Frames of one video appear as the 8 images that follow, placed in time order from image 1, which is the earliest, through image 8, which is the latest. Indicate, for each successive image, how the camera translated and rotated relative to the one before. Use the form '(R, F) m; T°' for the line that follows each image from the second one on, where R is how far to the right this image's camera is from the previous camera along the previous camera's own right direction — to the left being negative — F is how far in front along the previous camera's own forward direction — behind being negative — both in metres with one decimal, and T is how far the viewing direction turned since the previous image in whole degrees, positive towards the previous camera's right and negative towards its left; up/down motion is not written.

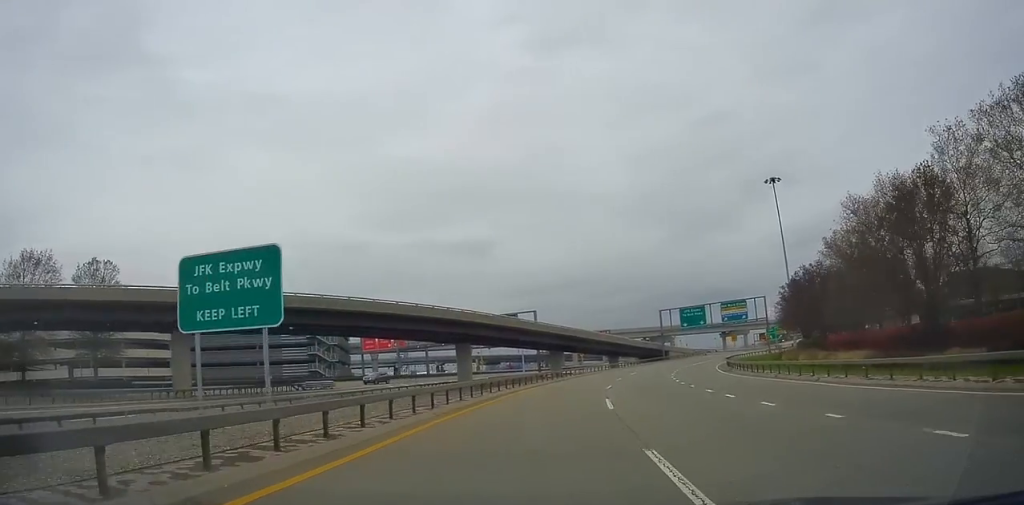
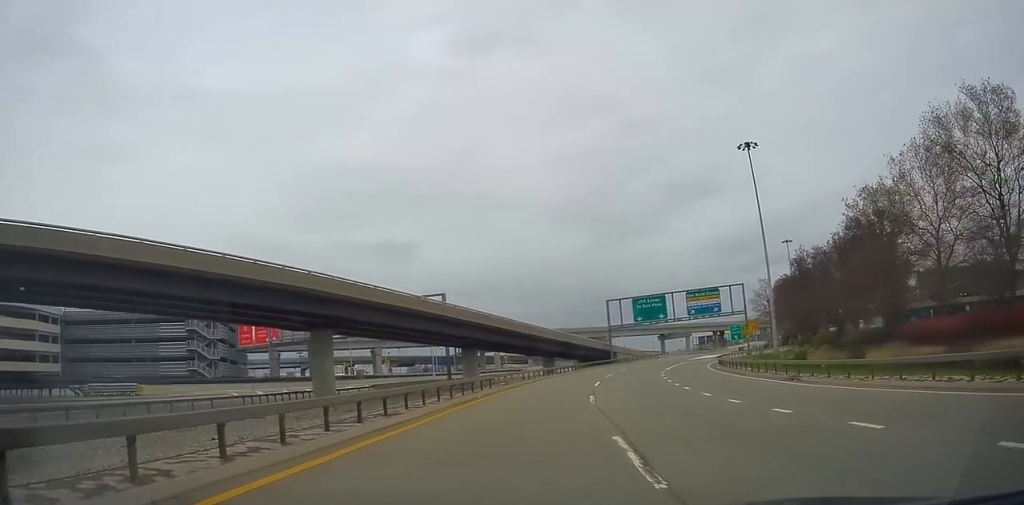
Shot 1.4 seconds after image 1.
(+2.6, +21.9) m; +12°
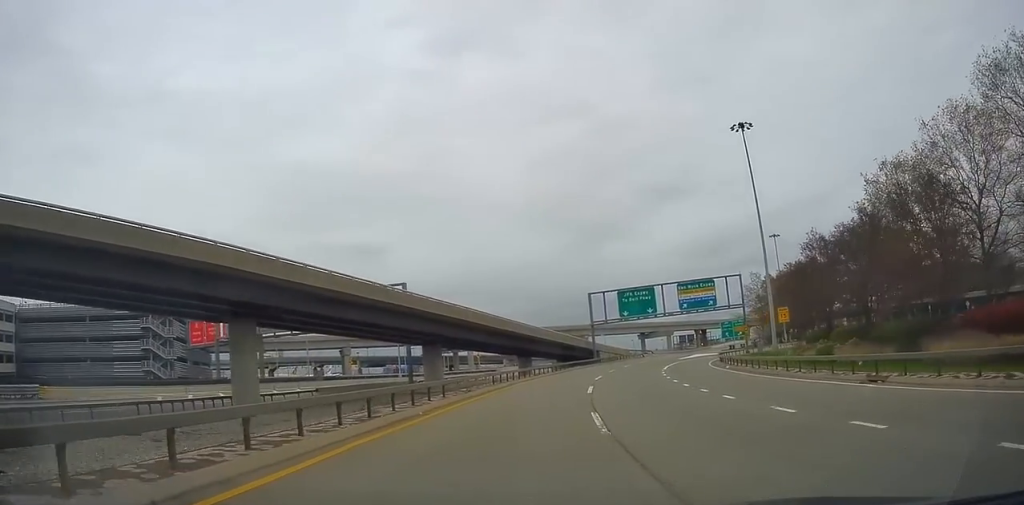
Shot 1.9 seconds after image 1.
(+0.1, +7.9) m; +2°
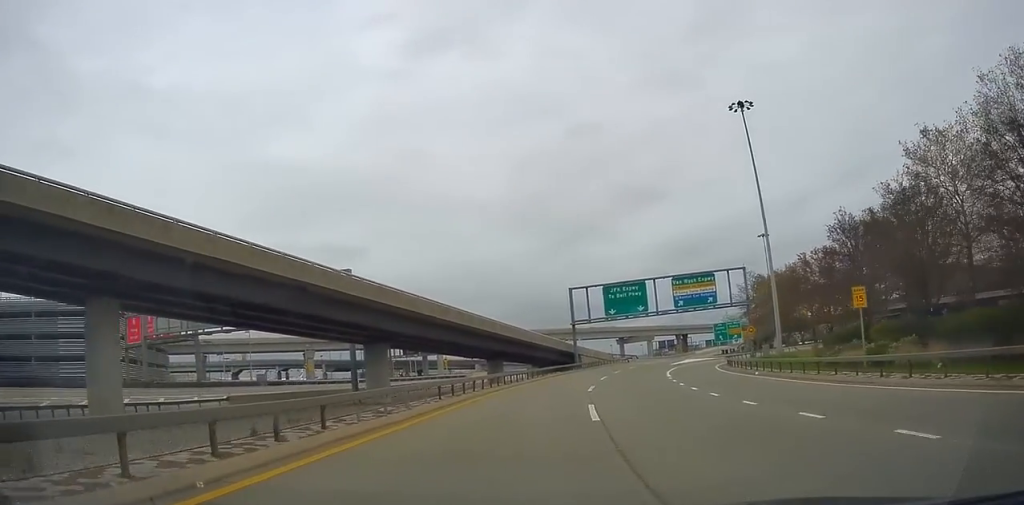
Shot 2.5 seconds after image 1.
(+0.1, +9.5) m; +3°
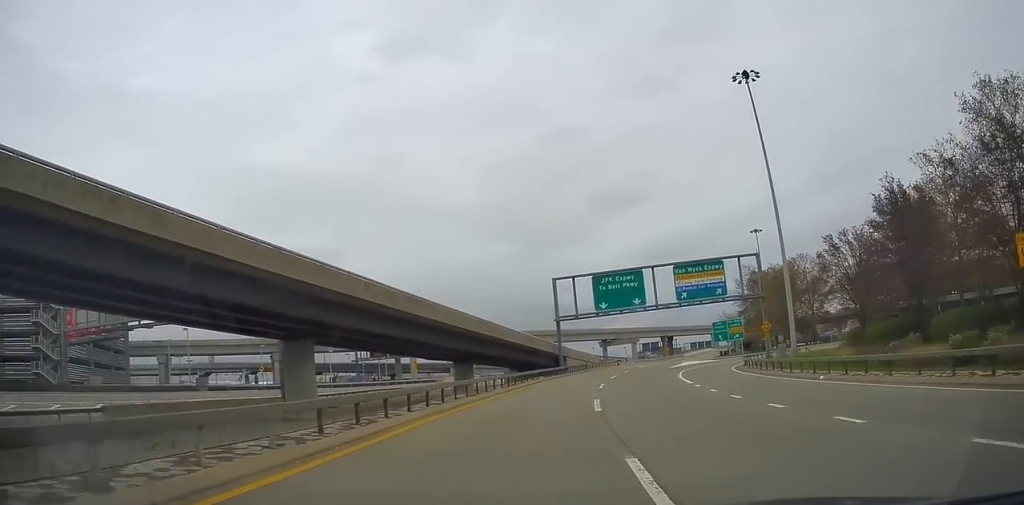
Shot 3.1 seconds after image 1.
(+0.3, +9.5) m; +4°
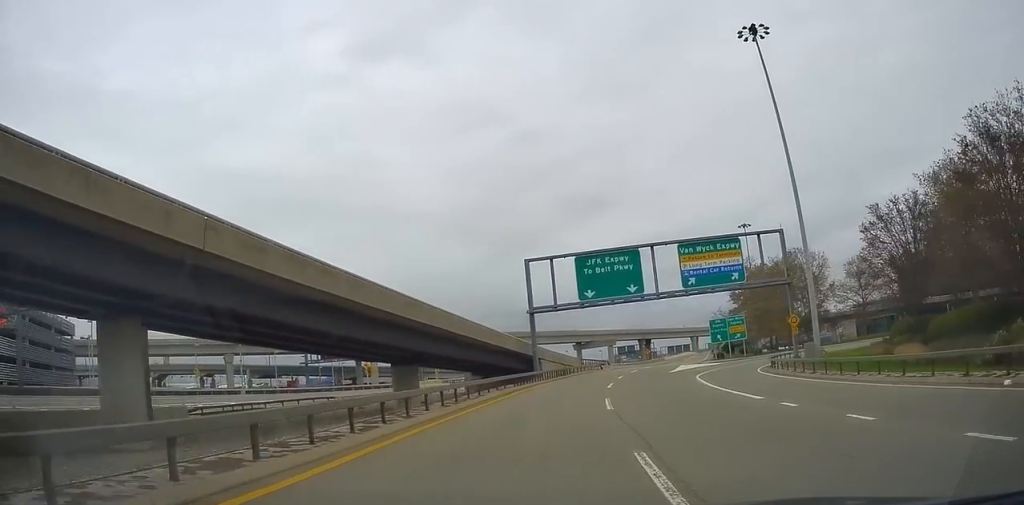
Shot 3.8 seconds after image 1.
(+0.5, +11.6) m; +3°
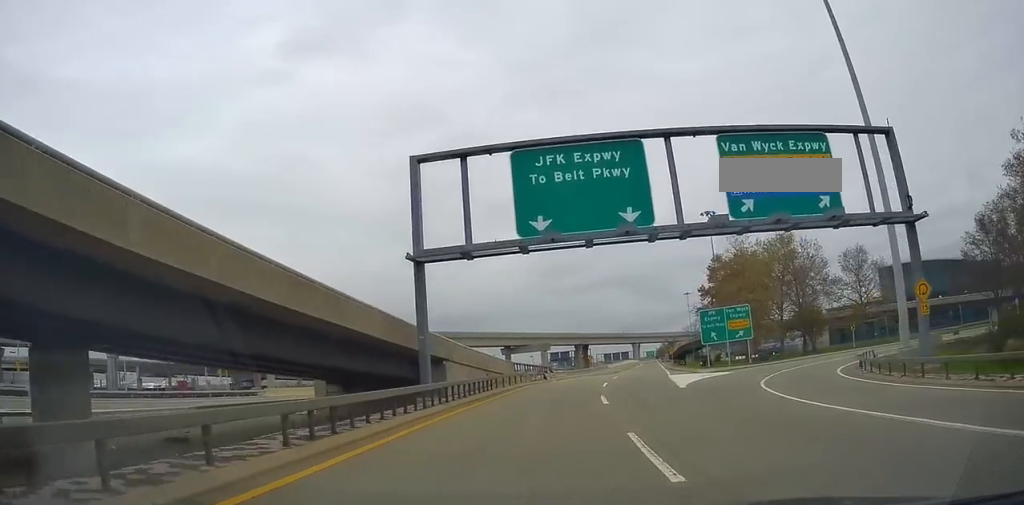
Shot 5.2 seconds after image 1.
(+1.0, +22.9) m; +5°
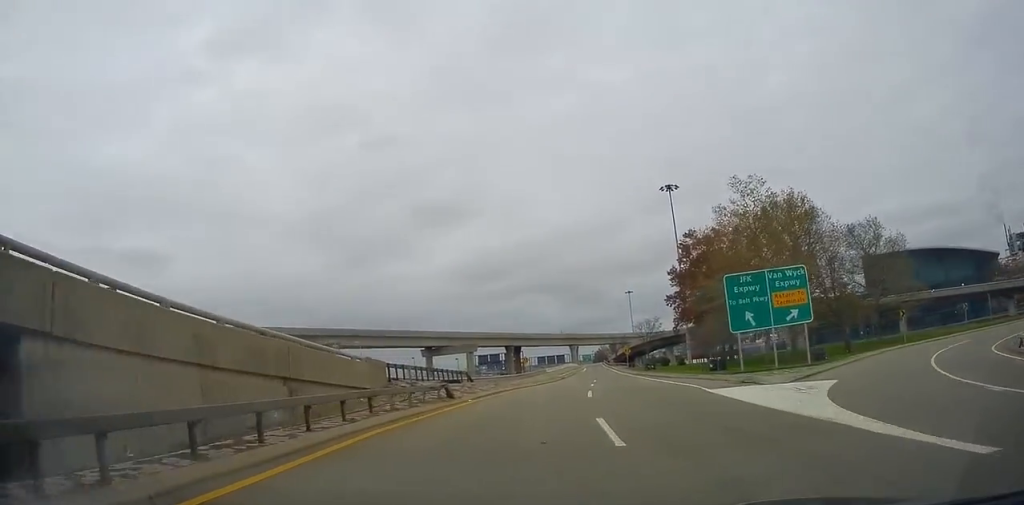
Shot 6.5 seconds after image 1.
(+0.8, +22.5) m; +5°
